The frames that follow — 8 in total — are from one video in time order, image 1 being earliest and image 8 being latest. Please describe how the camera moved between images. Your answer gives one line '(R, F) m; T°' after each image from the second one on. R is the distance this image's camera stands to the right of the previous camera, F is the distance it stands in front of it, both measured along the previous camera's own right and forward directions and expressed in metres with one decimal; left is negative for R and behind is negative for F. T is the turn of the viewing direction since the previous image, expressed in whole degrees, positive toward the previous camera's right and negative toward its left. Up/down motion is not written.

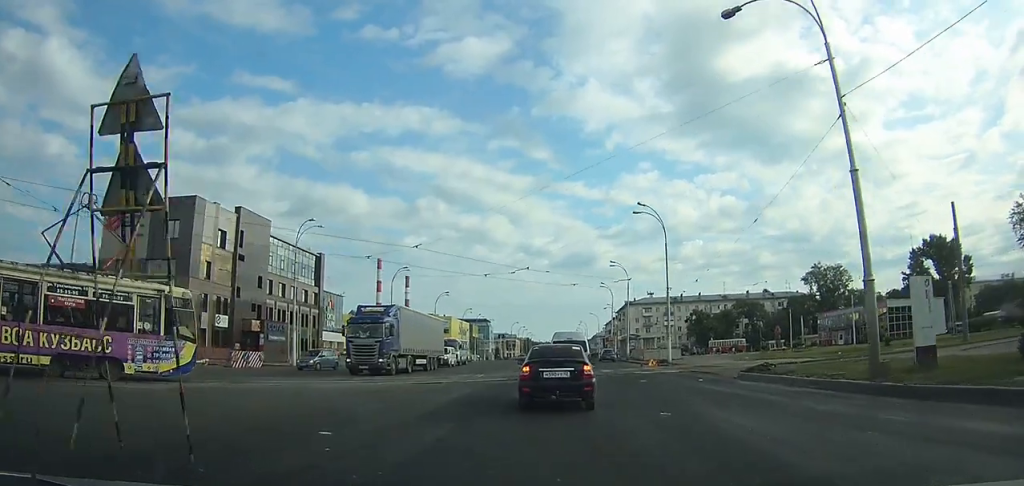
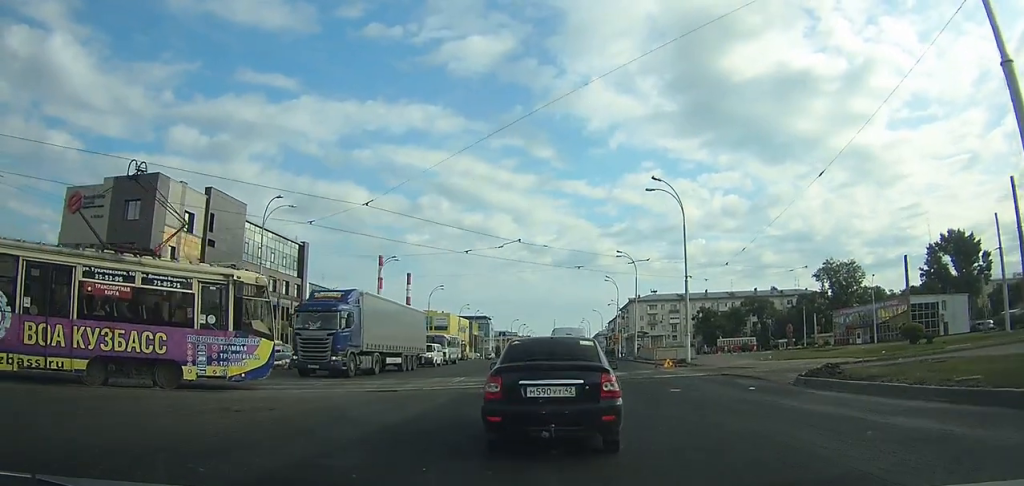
(0.0, +8.5) m; +1°
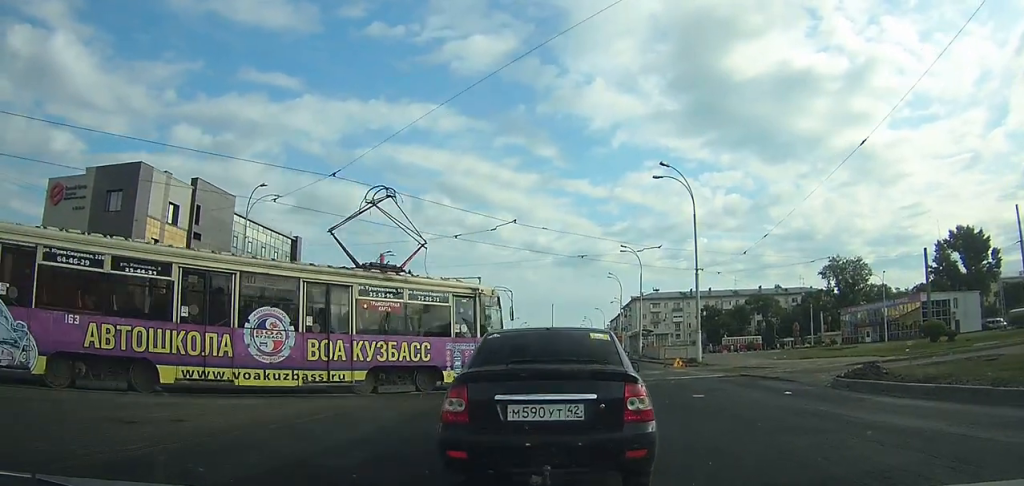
(+0.1, +5.8) m; -2°
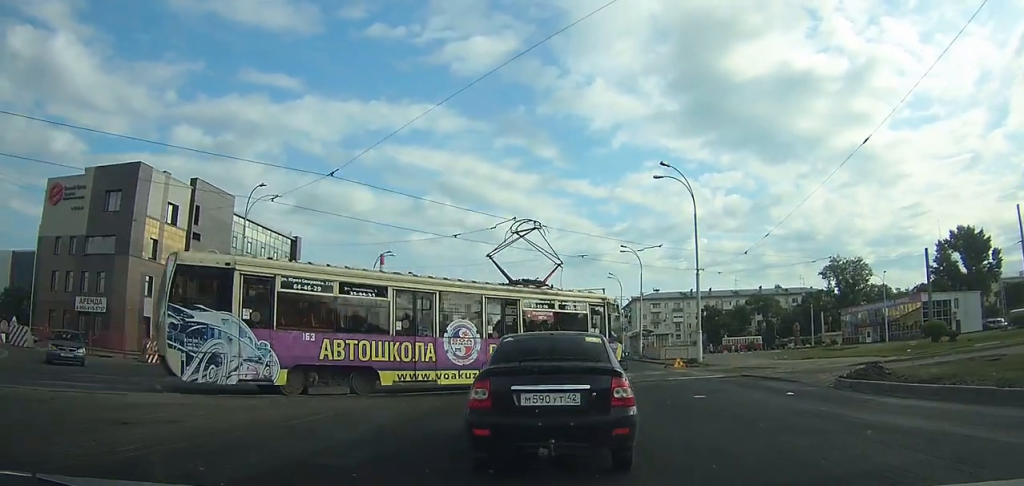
(-0.2, +1.6) m; -3°
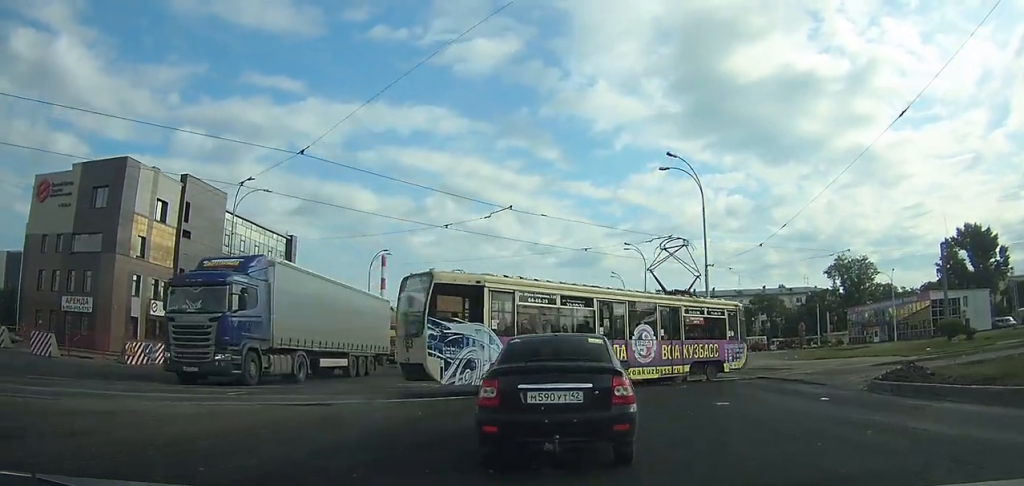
(0.0, +1.9) m; 0°
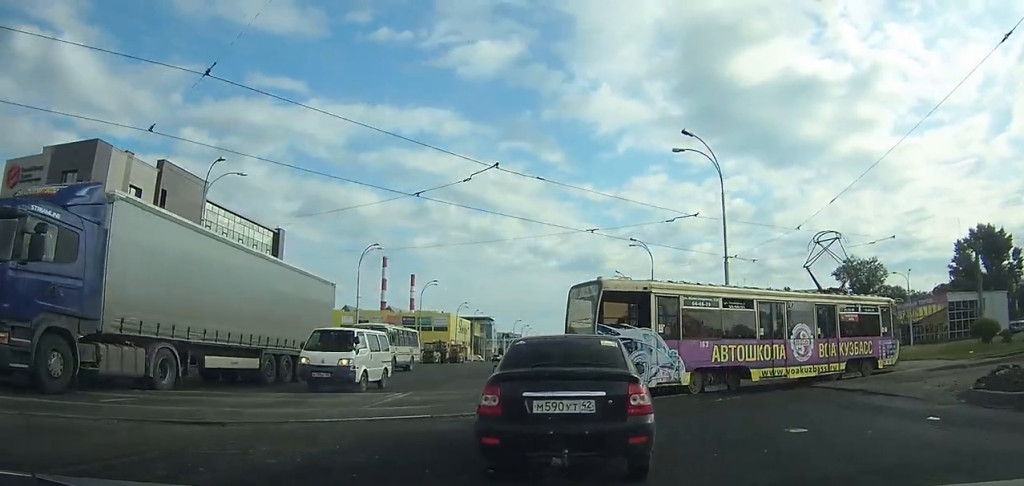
(0.0, +2.1) m; +2°
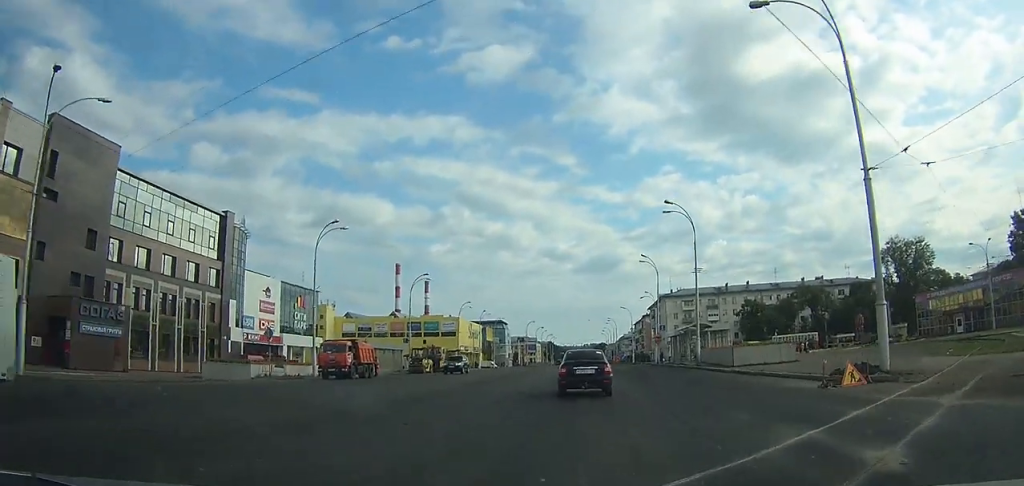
(+0.1, +14.8) m; +1°
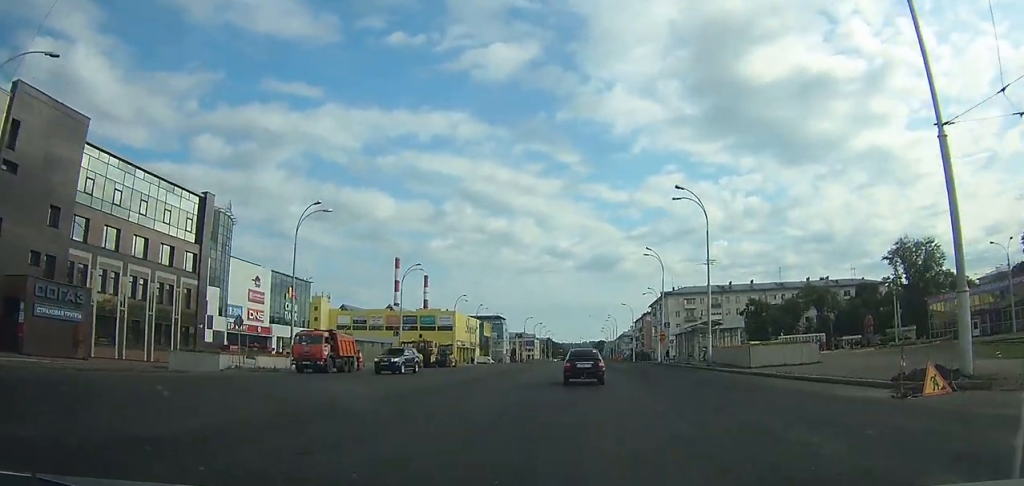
(0.0, +5.8) m; 0°
